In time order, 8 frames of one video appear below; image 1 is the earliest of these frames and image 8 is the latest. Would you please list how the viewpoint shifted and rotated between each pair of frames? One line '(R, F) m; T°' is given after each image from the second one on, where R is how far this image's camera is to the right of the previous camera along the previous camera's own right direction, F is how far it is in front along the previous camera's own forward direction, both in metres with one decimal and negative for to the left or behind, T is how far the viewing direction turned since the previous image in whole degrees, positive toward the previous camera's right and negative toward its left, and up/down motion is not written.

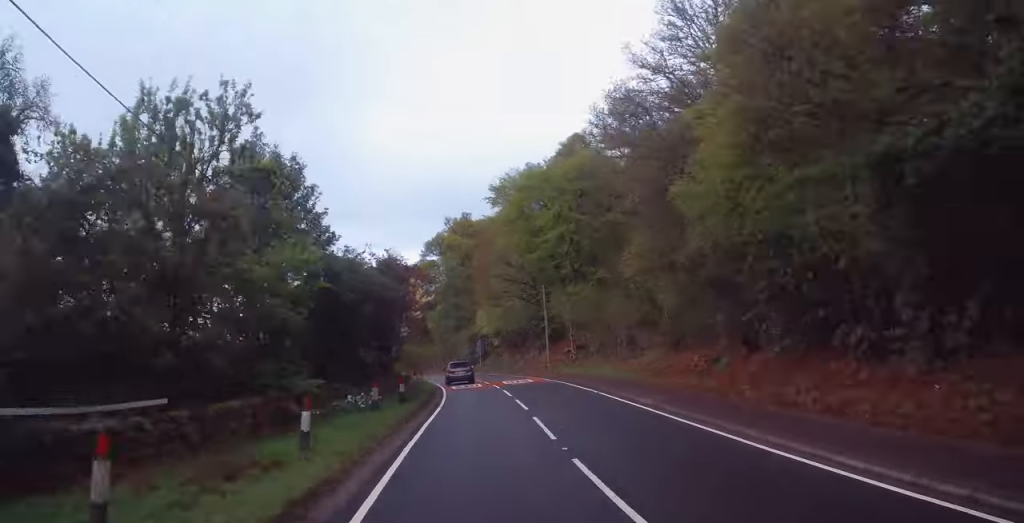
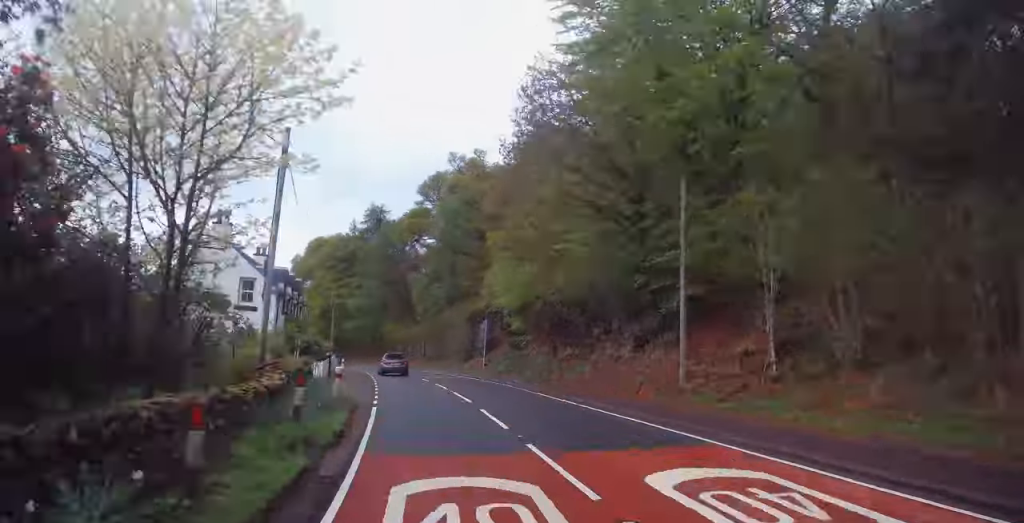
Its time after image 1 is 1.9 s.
(+3.3, +28.9) m; +3°
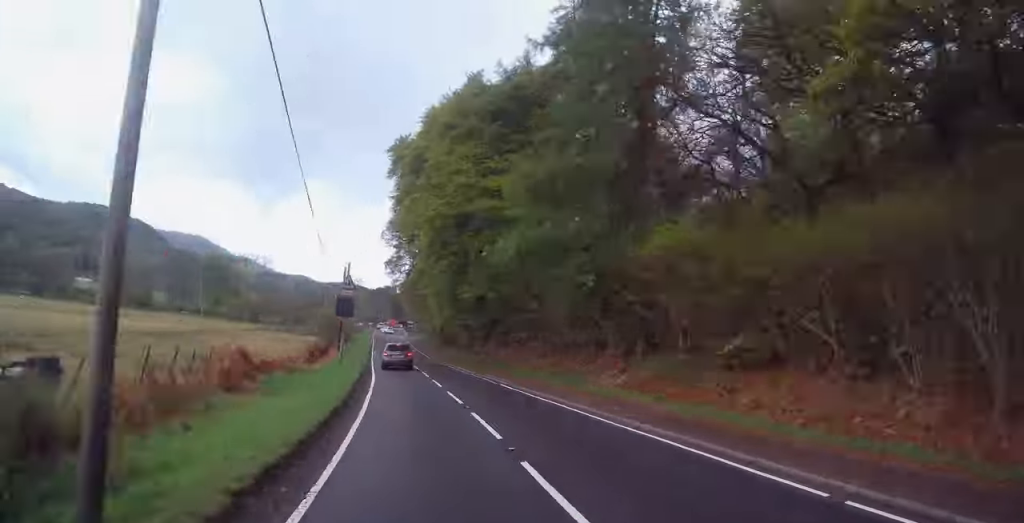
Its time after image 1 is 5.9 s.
(-3.3, +56.2) m; -8°
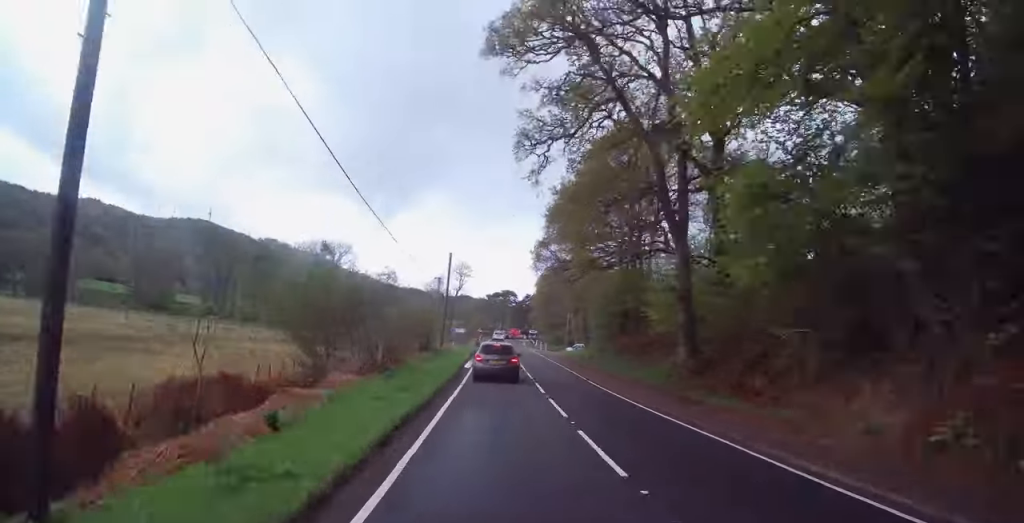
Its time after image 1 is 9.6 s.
(-3.8, +43.9) m; -5°
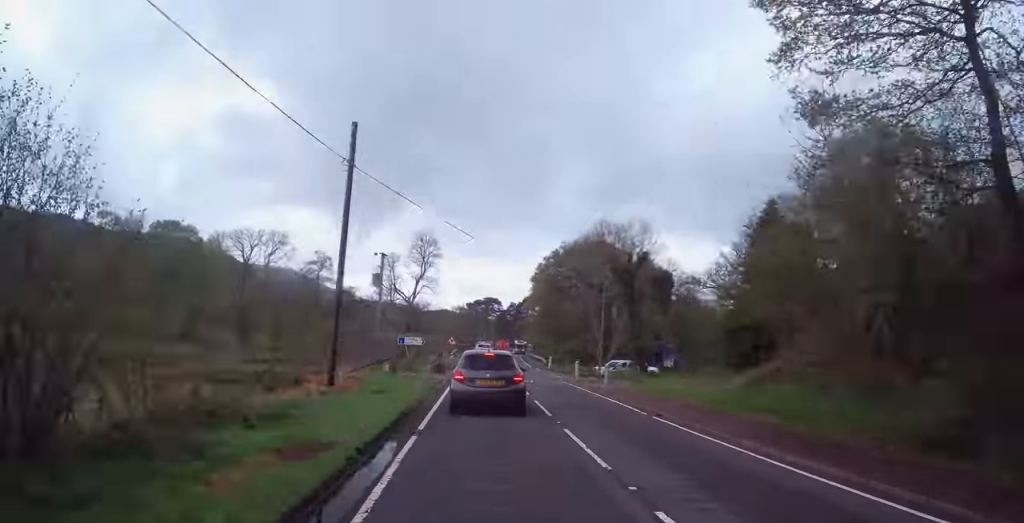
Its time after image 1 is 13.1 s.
(-0.3, +32.1) m; +6°
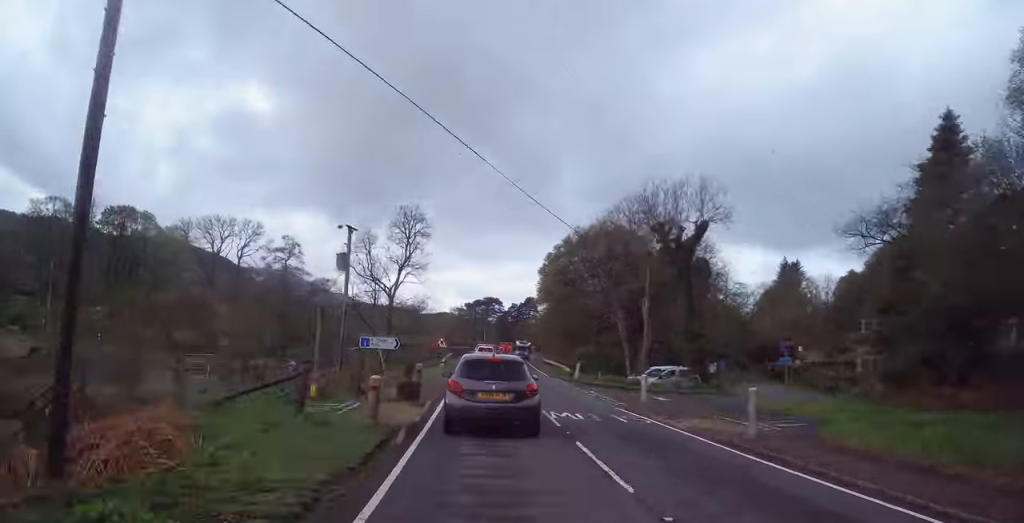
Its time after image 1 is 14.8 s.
(+0.3, +13.2) m; +6°
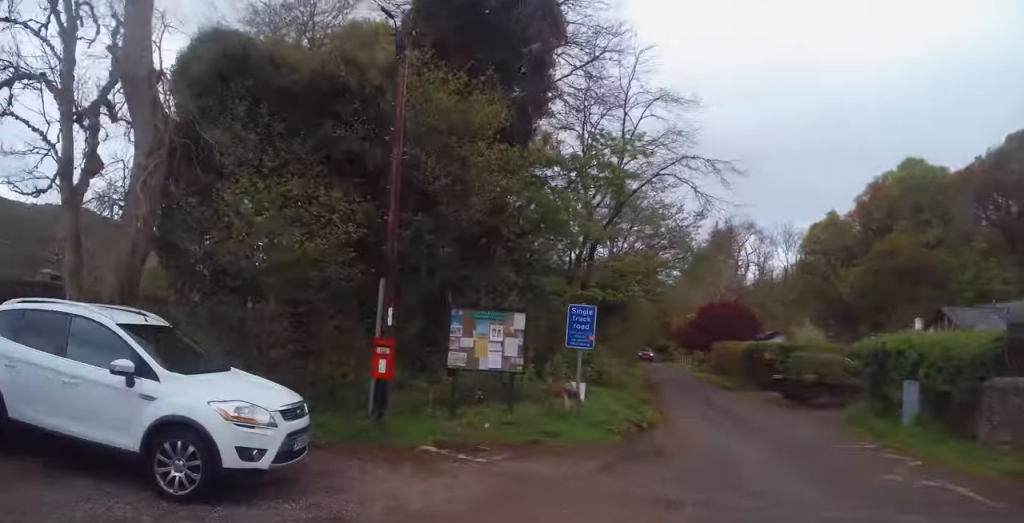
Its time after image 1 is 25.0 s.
(+10.7, +42.6) m; +11°
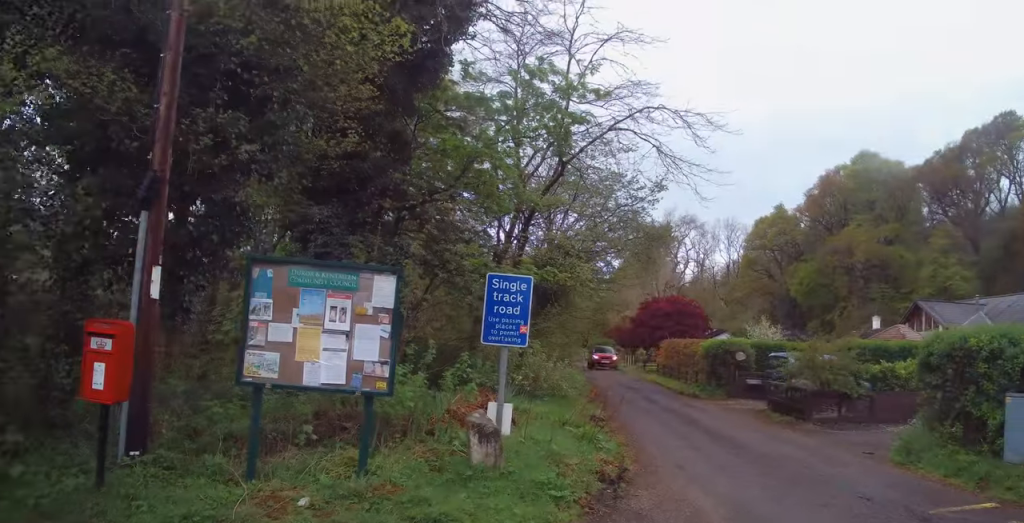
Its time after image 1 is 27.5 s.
(-0.1, +4.4) m; +2°
